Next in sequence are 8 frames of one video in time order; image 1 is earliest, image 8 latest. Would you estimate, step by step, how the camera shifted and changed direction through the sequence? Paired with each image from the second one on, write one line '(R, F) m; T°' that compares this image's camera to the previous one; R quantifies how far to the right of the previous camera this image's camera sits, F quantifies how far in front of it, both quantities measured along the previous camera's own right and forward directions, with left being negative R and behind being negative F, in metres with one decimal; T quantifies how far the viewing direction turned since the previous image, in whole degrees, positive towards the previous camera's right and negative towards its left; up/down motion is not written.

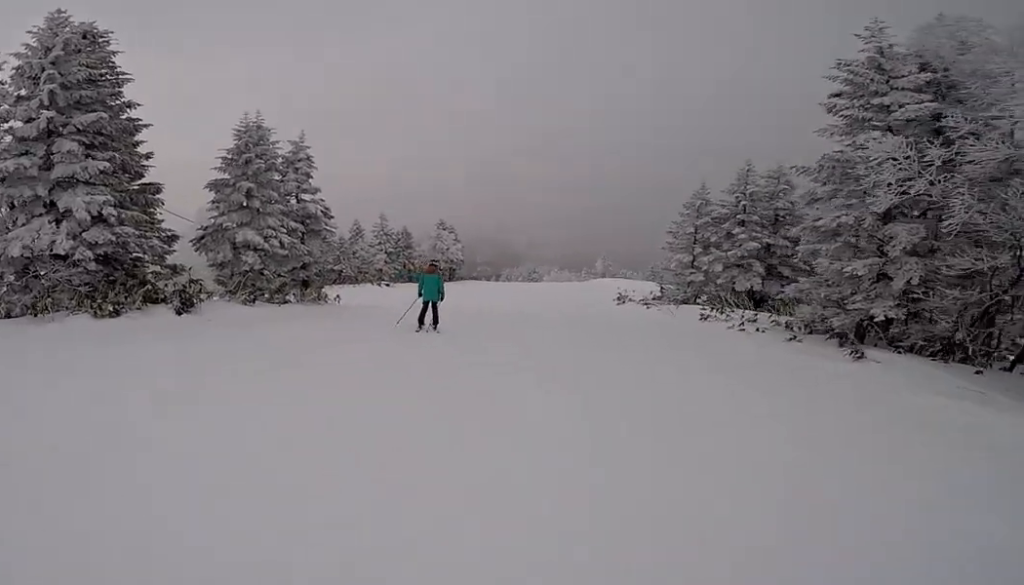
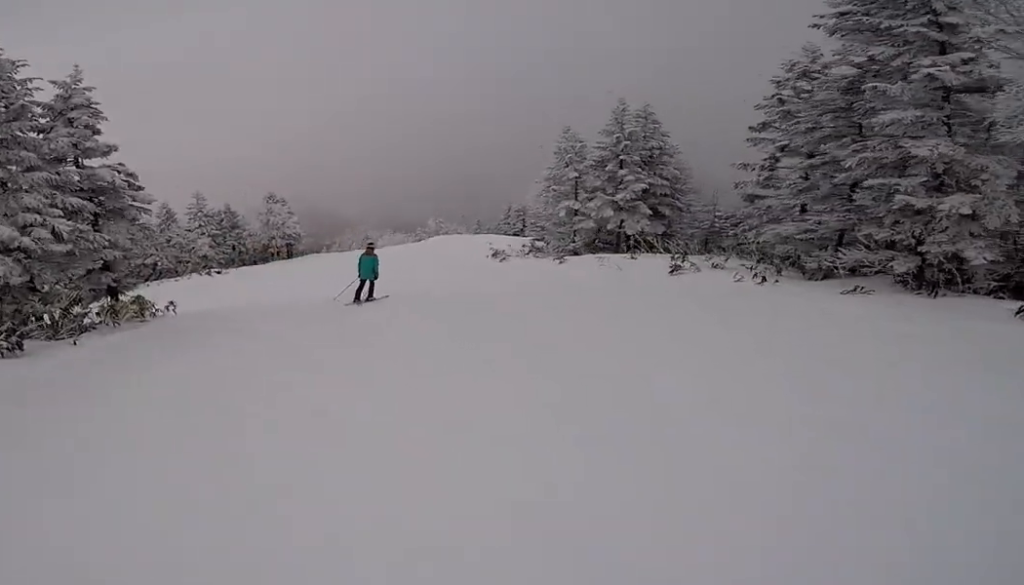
(+1.8, +4.8) m; +29°
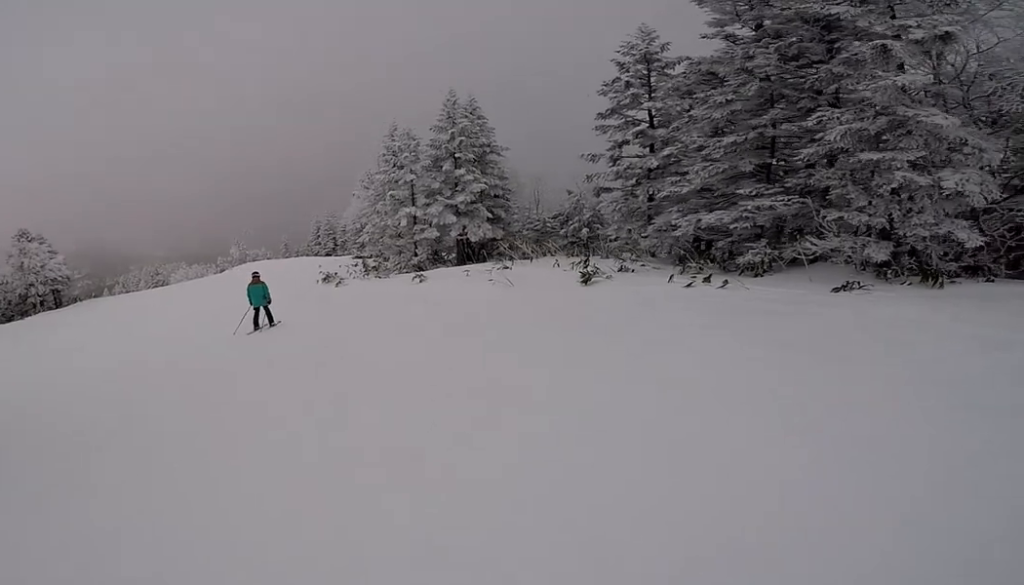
(+0.7, +4.5) m; +19°
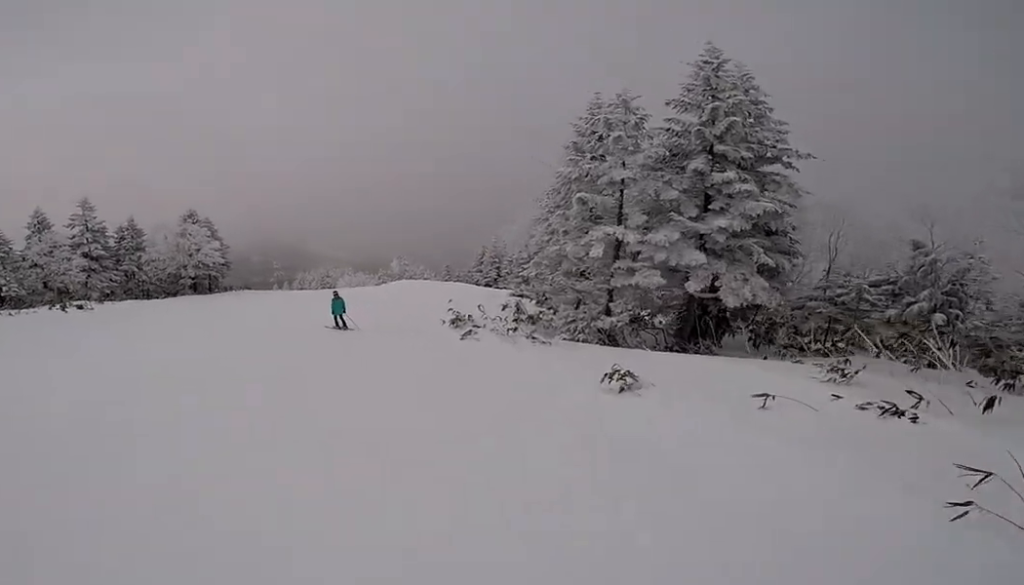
(-0.3, +10.4) m; -20°
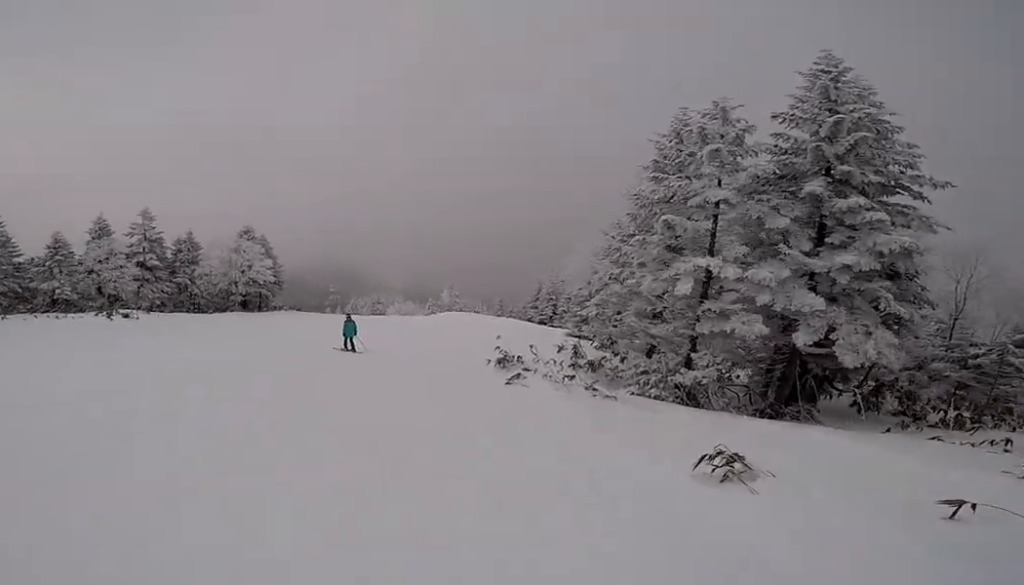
(0.0, +2.0) m; -8°
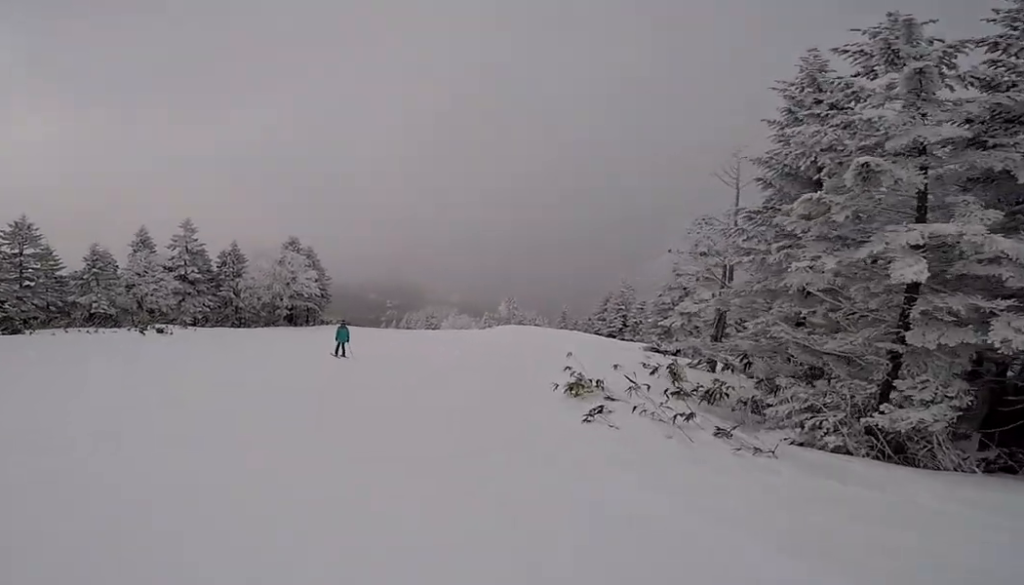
(-0.6, +3.9) m; -7°
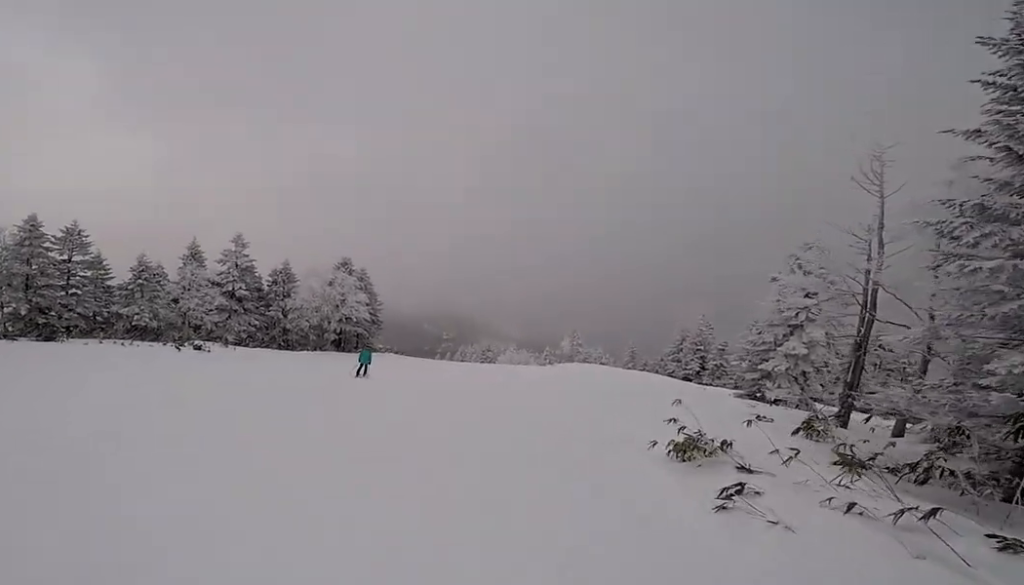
(-0.2, +3.1) m; -7°
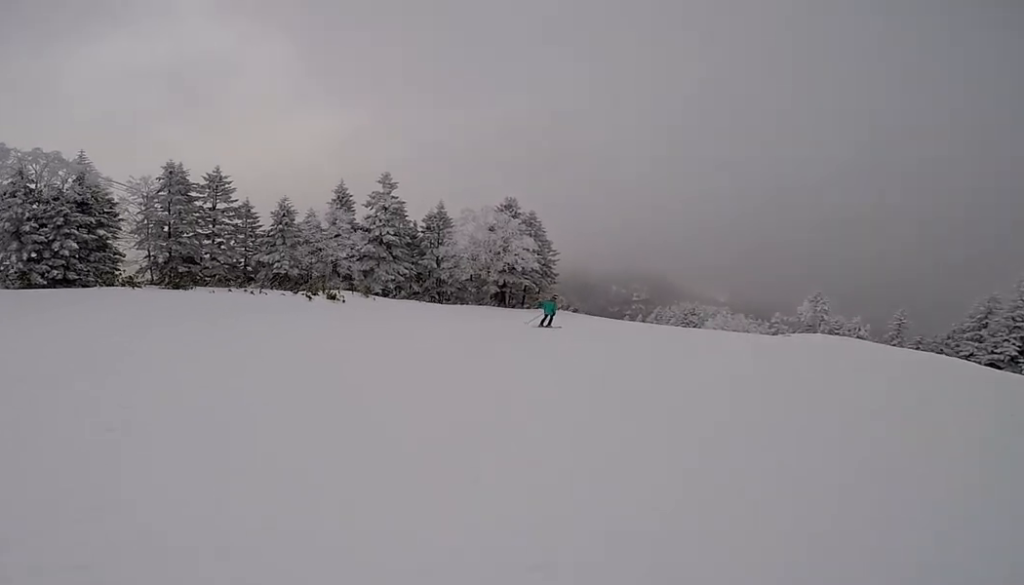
(-0.6, +5.8) m; -16°
